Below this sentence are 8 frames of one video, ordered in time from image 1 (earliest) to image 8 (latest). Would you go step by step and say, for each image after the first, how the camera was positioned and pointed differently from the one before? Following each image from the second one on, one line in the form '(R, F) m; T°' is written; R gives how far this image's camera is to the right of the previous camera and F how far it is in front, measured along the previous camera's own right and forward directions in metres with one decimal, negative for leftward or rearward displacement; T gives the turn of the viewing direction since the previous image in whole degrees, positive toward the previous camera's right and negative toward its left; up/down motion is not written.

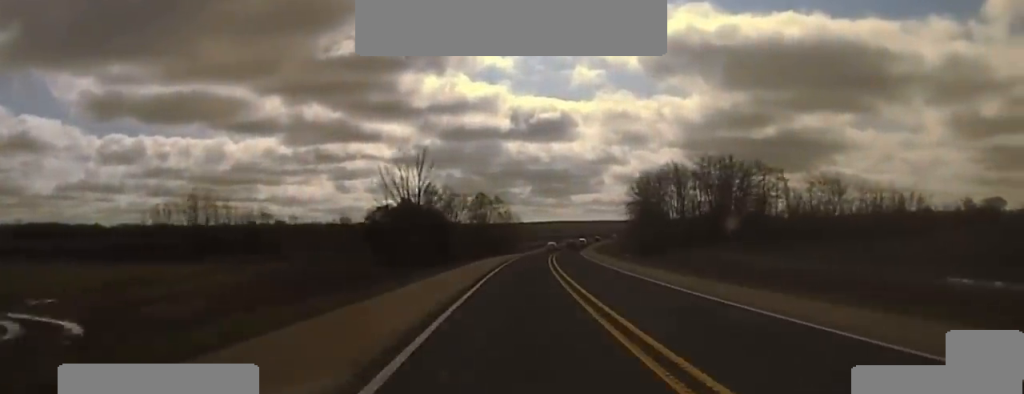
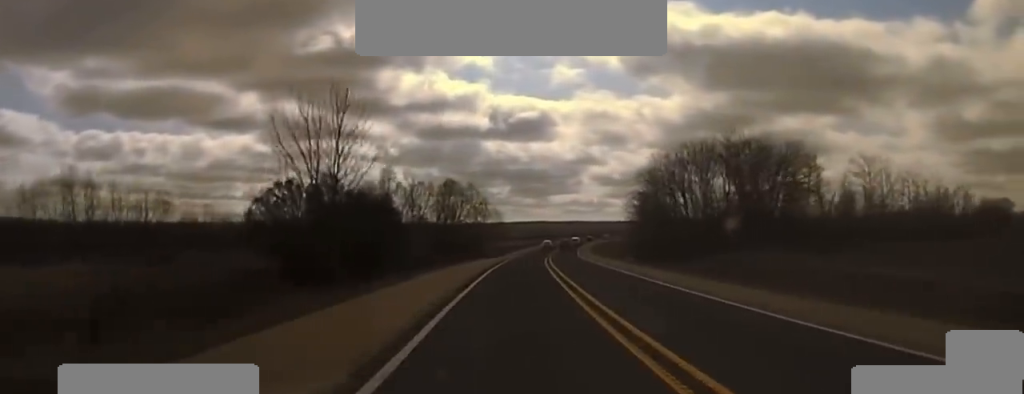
(+1.0, +34.1) m; +1°
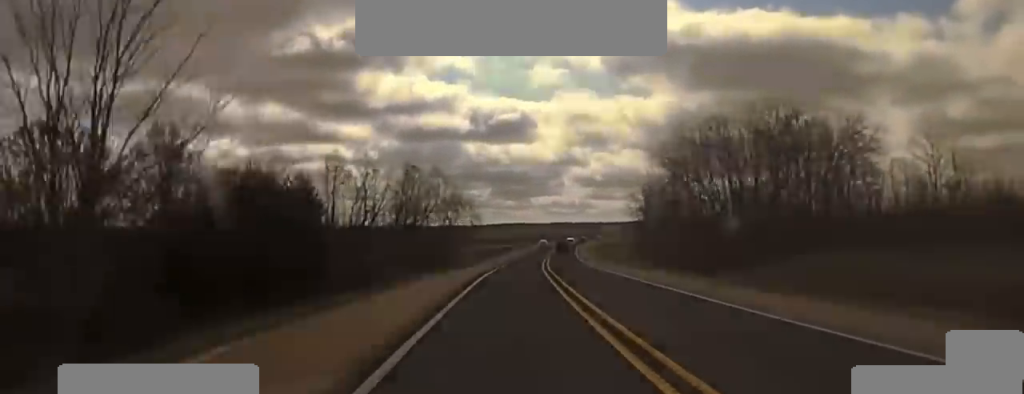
(+0.4, +30.1) m; +1°
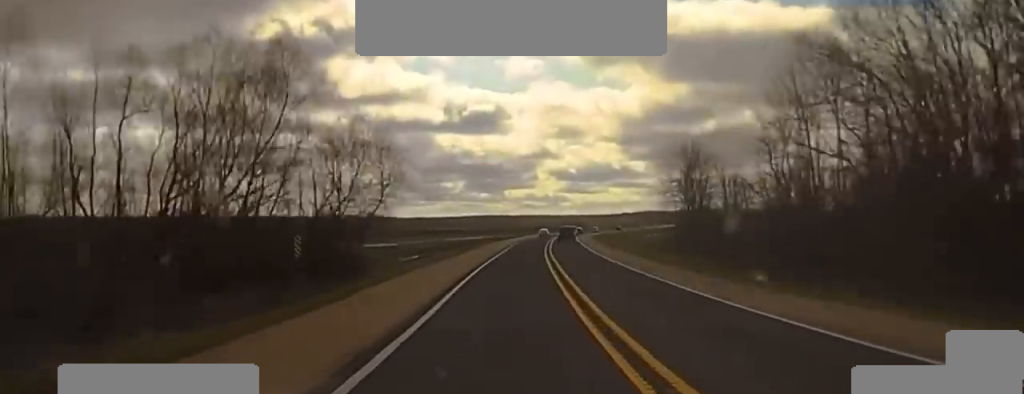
(+0.3, +53.9) m; +1°
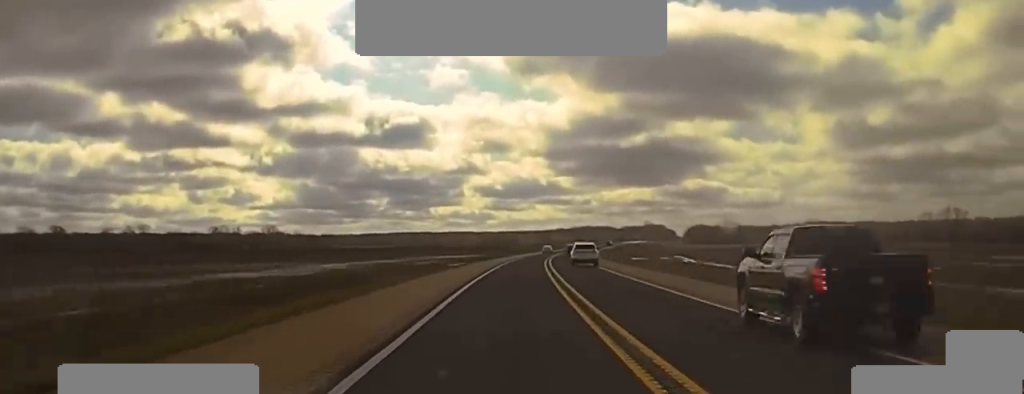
(+6.3, +138.6) m; +5°
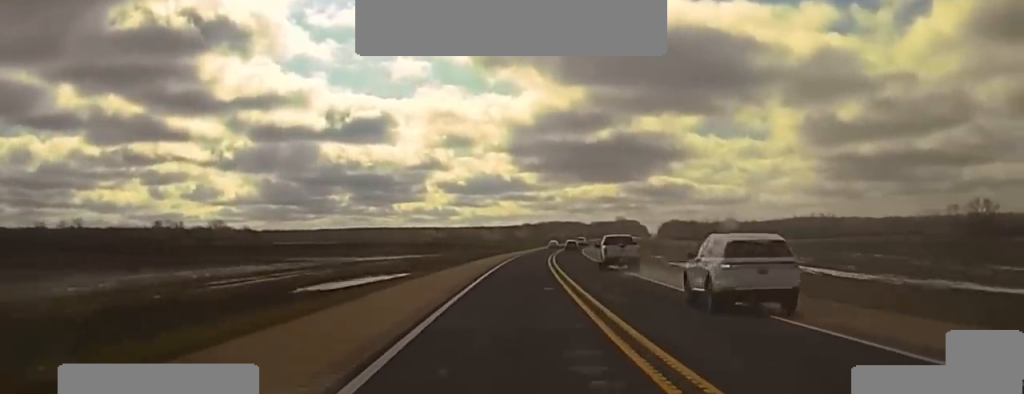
(+1.2, +84.0) m; +2°
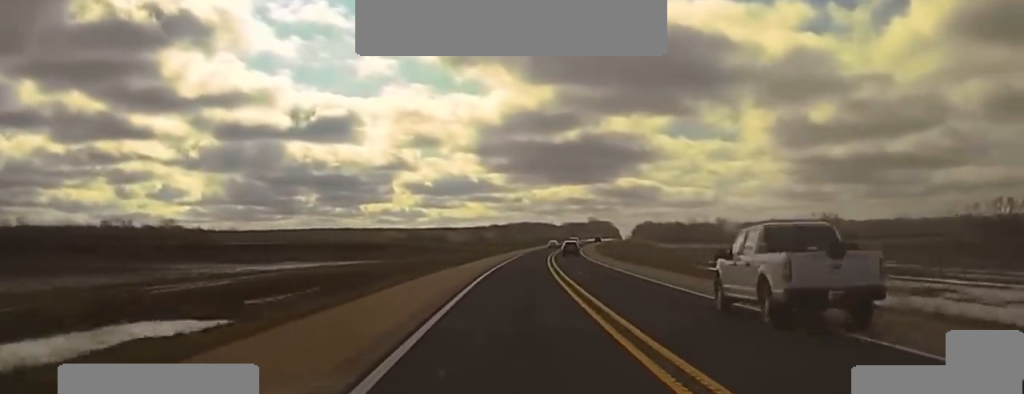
(+0.9, +58.1) m; +2°
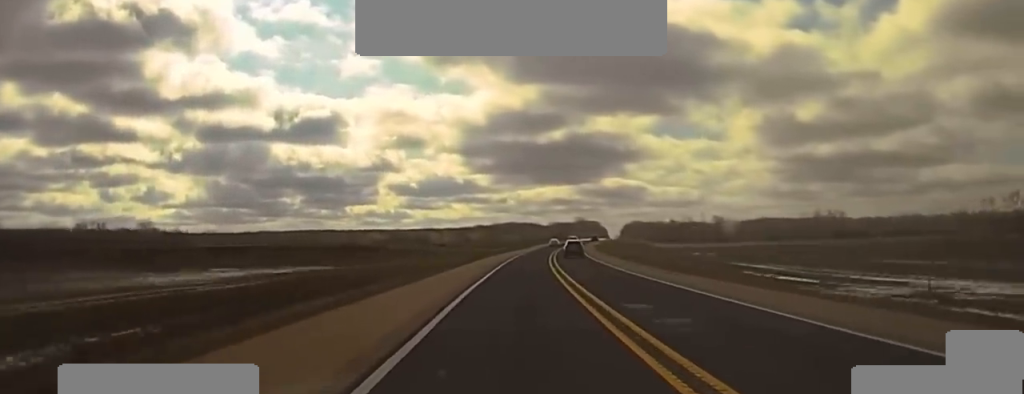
(+0.5, +27.8) m; +1°
